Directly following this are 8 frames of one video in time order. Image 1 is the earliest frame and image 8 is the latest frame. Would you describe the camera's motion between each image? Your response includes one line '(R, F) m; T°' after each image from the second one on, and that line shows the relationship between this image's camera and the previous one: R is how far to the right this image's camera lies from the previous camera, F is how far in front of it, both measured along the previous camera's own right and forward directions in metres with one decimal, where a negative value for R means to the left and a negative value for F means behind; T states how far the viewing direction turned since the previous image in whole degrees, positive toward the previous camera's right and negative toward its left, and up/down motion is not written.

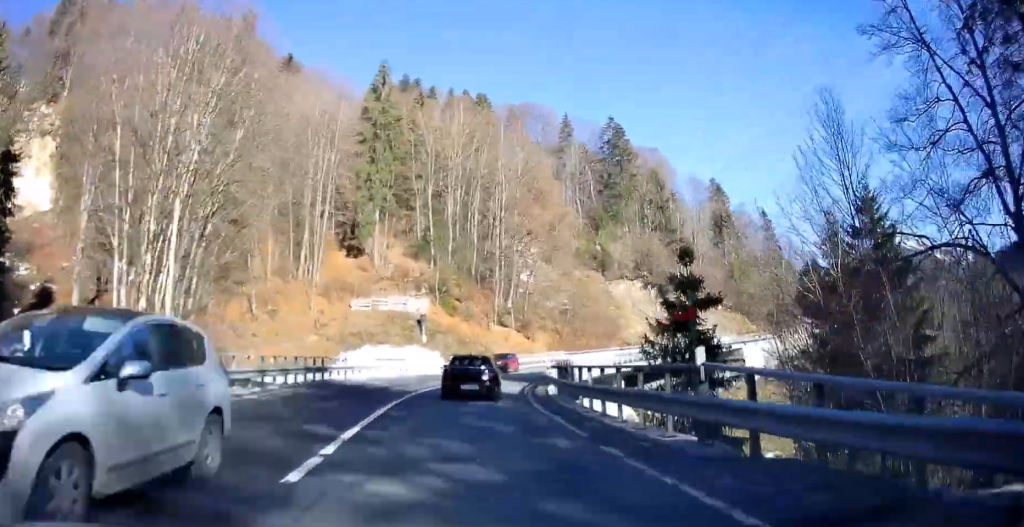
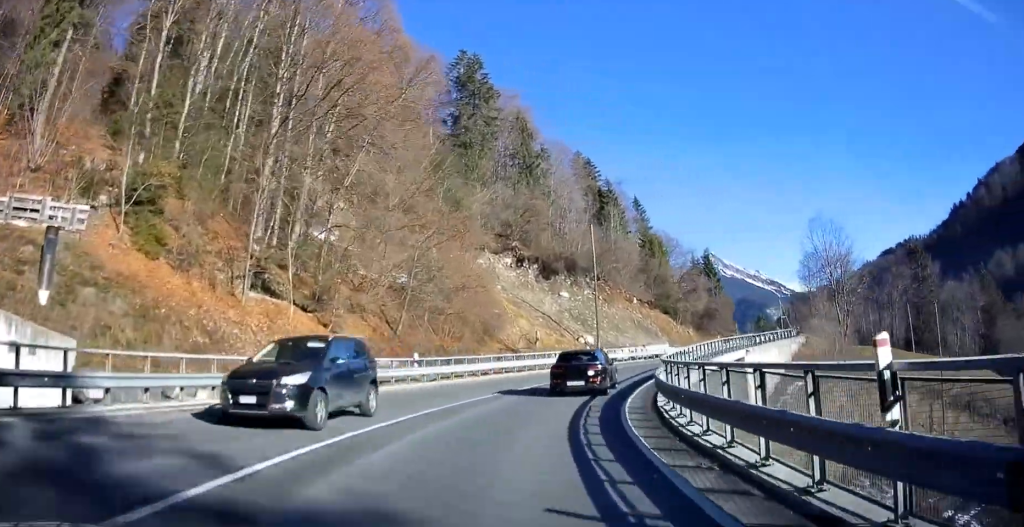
(+3.6, +44.7) m; +17°
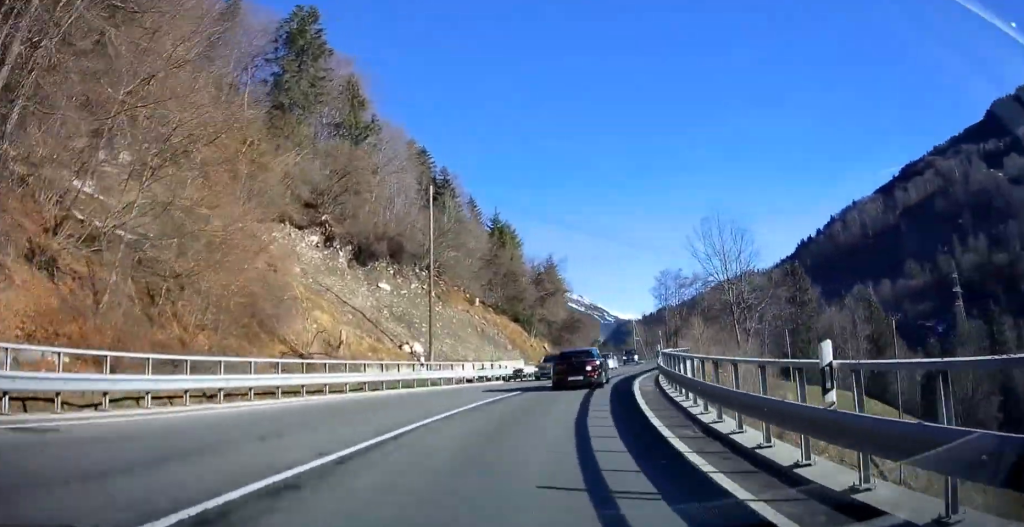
(+2.2, +18.1) m; +17°
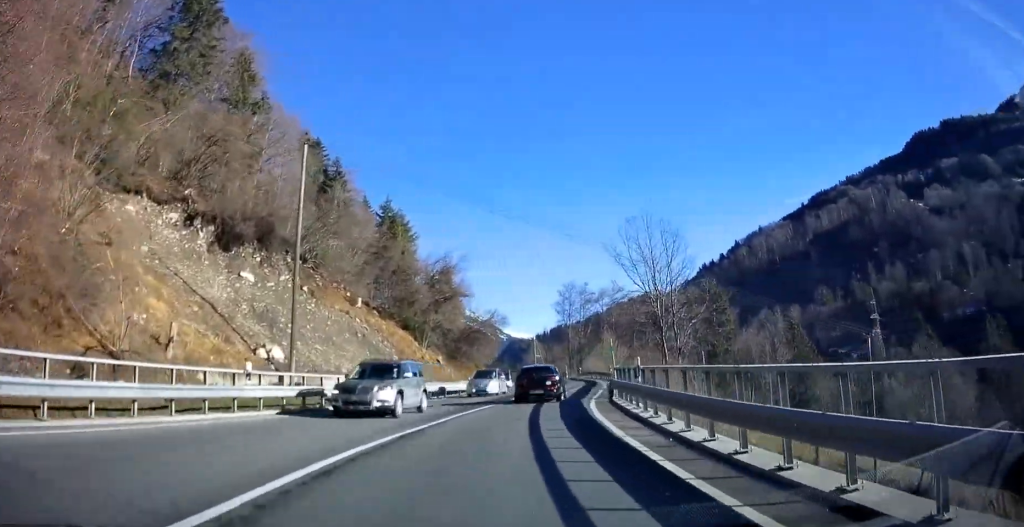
(+1.3, +9.7) m; +8°
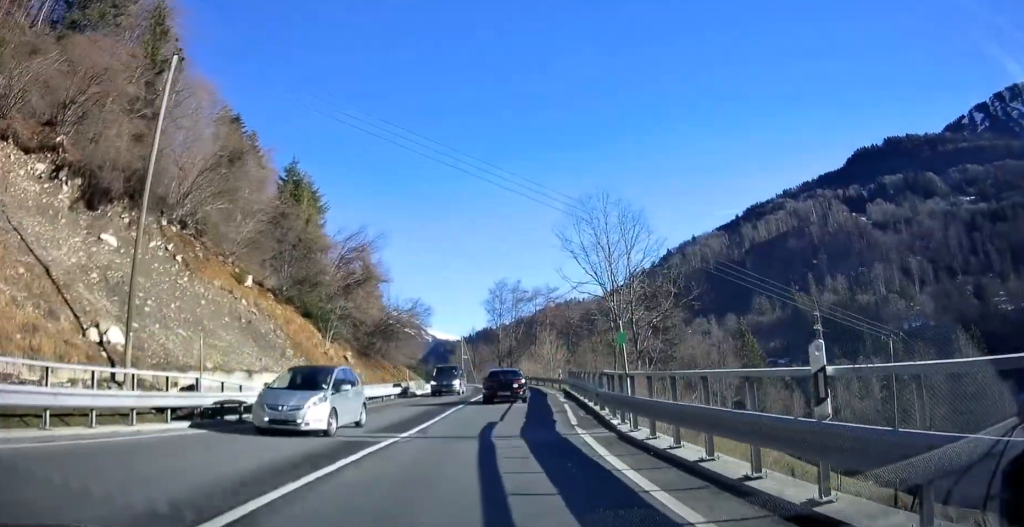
(+0.7, +9.7) m; +5°
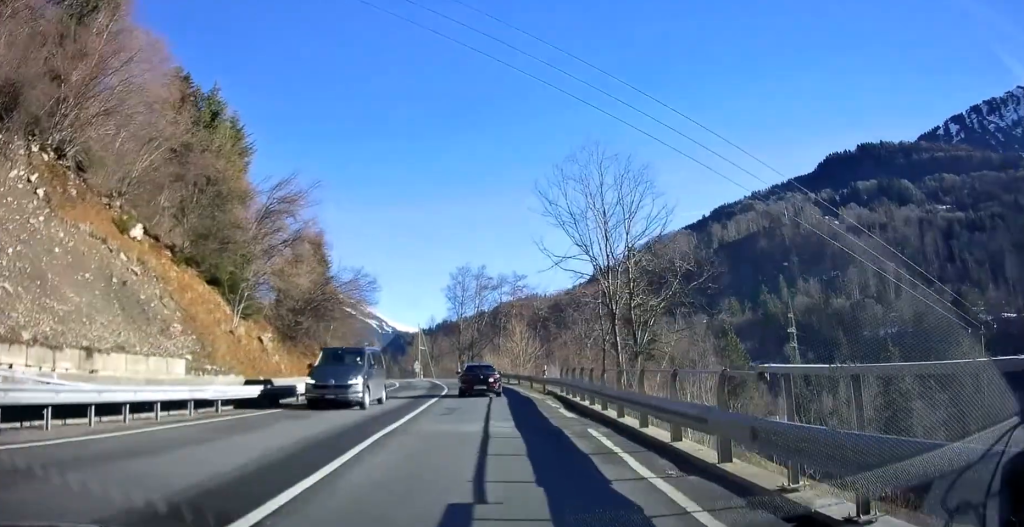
(+0.4, +9.1) m; +2°
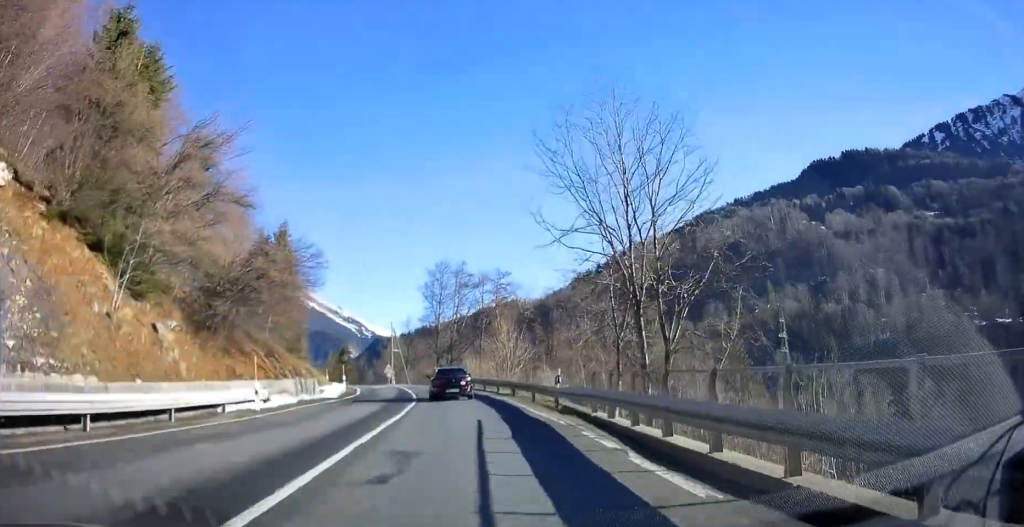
(-0.2, +6.8) m; +6°
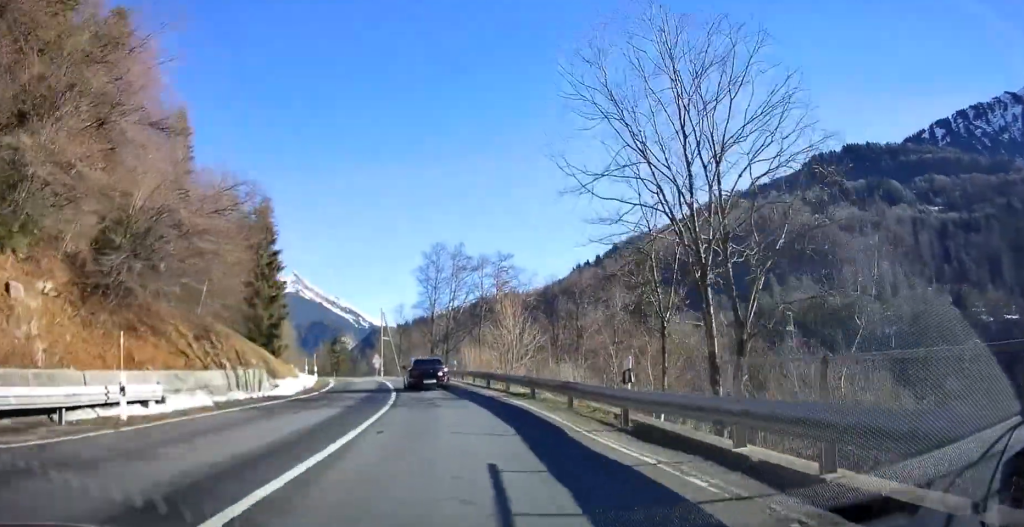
(+0.1, +7.0) m; +4°
